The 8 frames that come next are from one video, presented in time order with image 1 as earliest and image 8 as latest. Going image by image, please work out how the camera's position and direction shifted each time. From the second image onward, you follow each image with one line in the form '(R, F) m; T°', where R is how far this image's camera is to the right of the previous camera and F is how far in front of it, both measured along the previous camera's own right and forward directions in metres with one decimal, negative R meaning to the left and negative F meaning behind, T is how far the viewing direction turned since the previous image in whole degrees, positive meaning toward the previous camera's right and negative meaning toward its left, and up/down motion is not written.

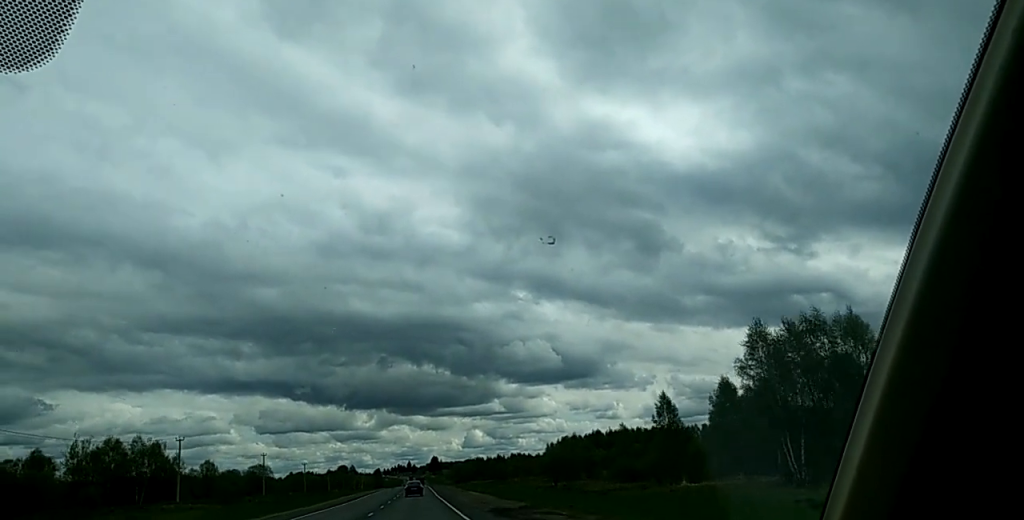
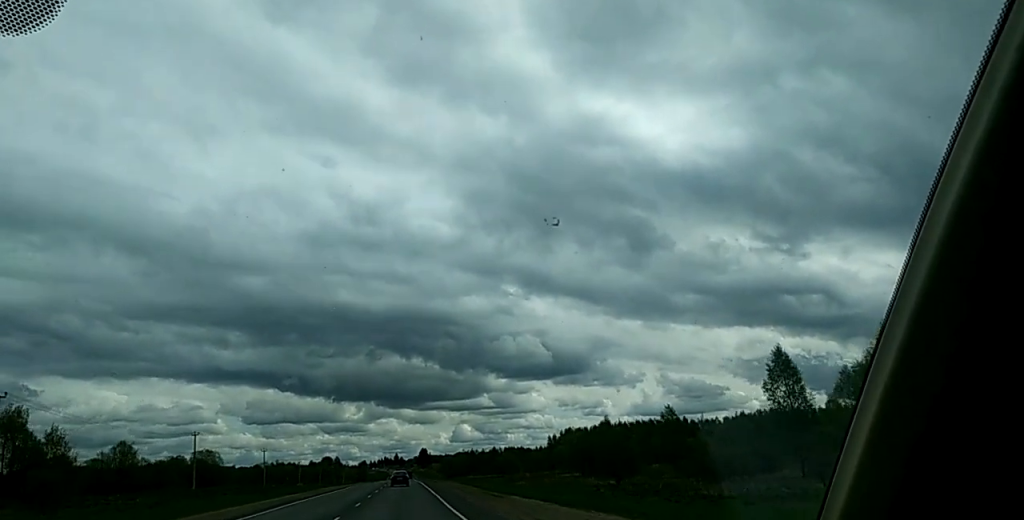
(-0.4, +49.1) m; 0°
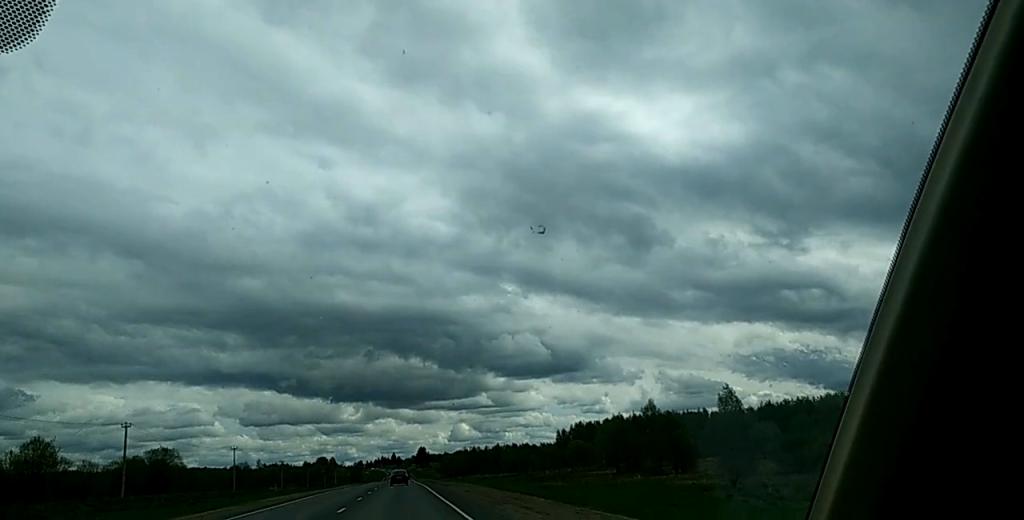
(+0.3, +33.1) m; 0°
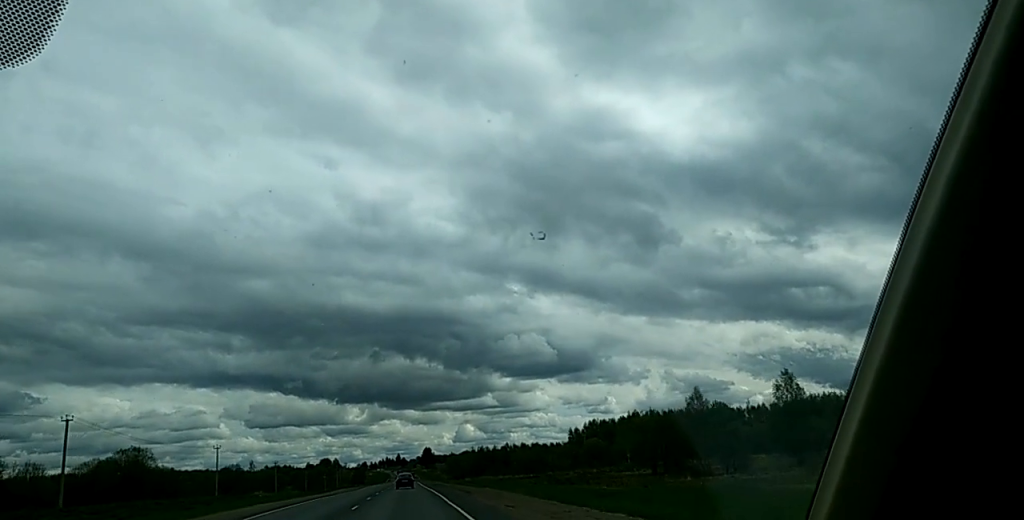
(-0.3, +19.0) m; 0°
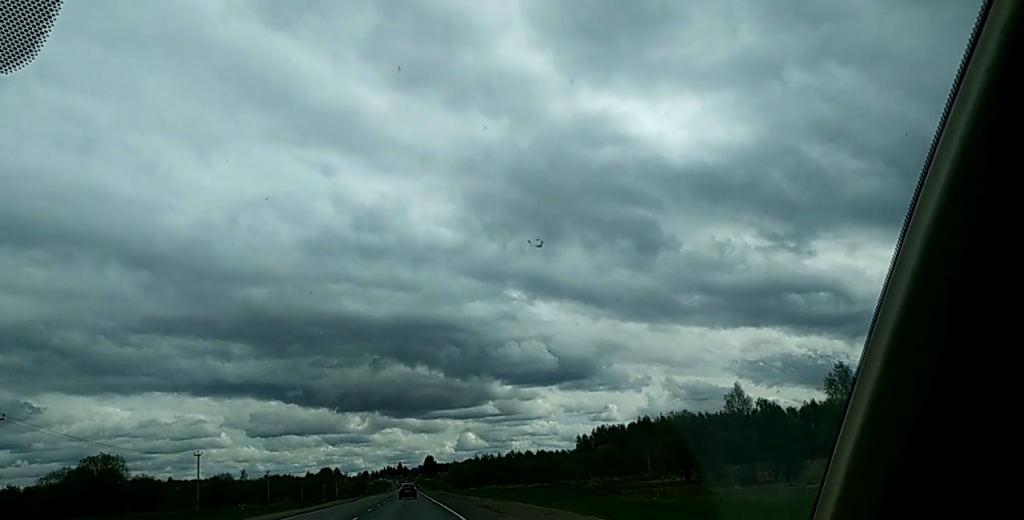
(0.0, +15.0) m; 0°
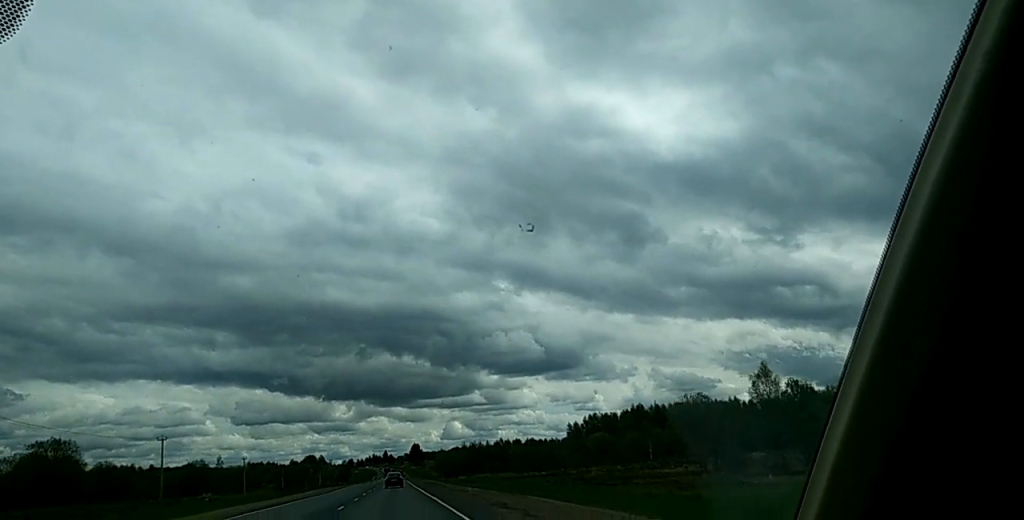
(+0.1, +12.0) m; +1°
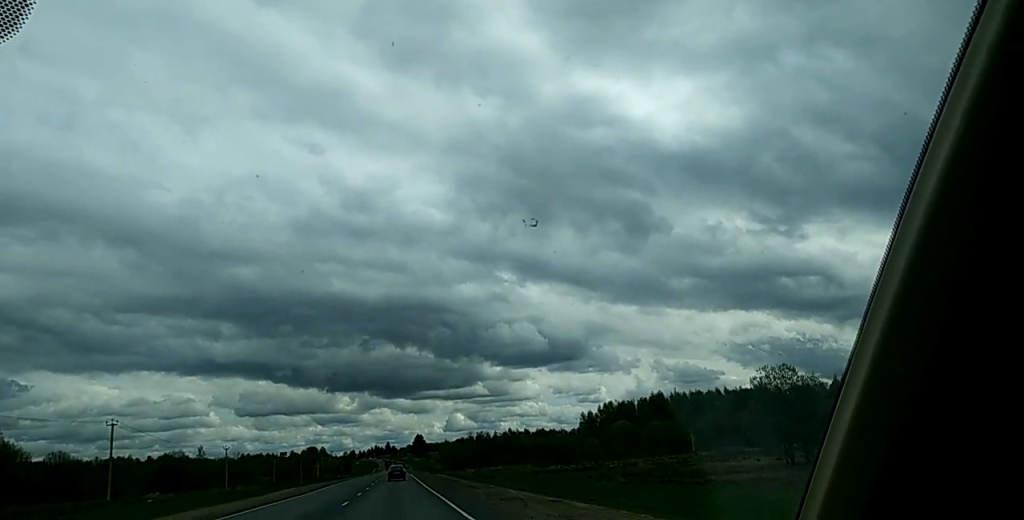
(+0.2, +22.9) m; 0°
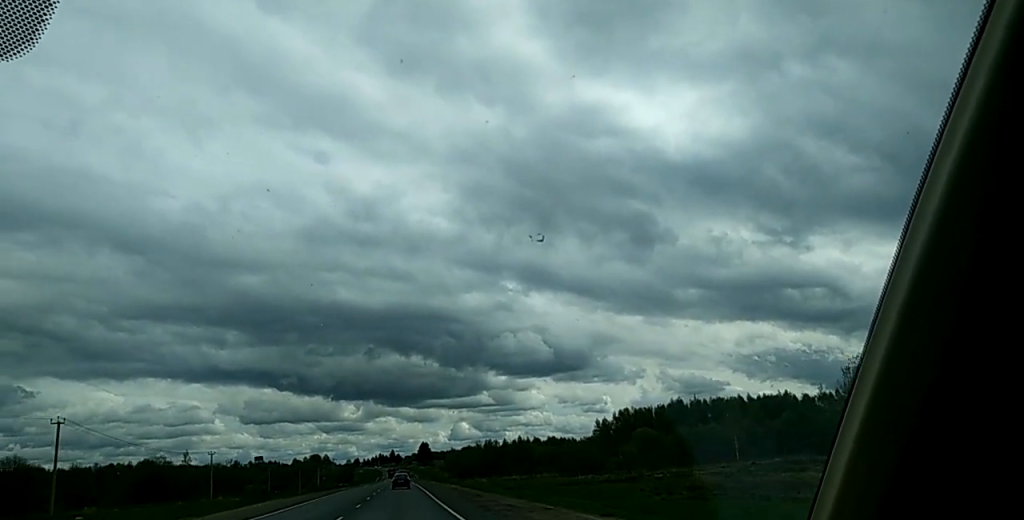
(0.0, +16.9) m; 0°
